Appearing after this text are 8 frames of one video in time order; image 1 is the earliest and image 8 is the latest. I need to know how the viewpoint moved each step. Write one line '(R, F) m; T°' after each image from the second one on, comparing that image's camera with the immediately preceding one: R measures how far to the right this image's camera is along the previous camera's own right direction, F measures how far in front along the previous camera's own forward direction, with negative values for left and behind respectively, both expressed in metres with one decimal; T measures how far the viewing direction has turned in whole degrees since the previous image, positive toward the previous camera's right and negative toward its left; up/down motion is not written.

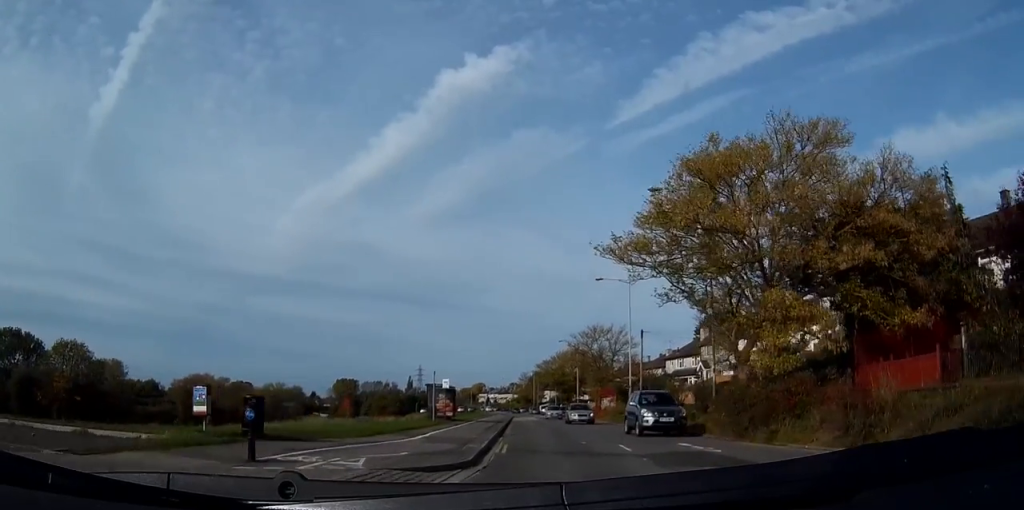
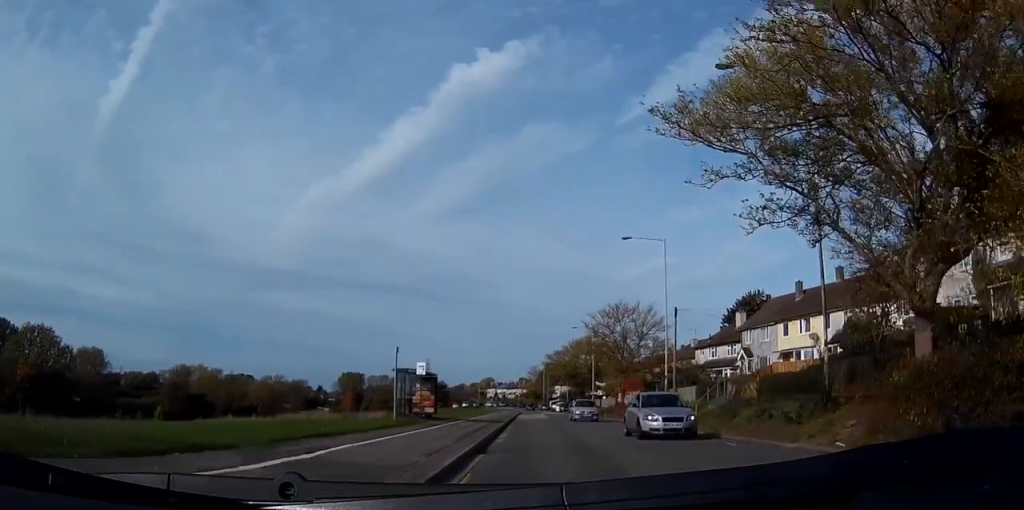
(+0.1, +12.9) m; +1°
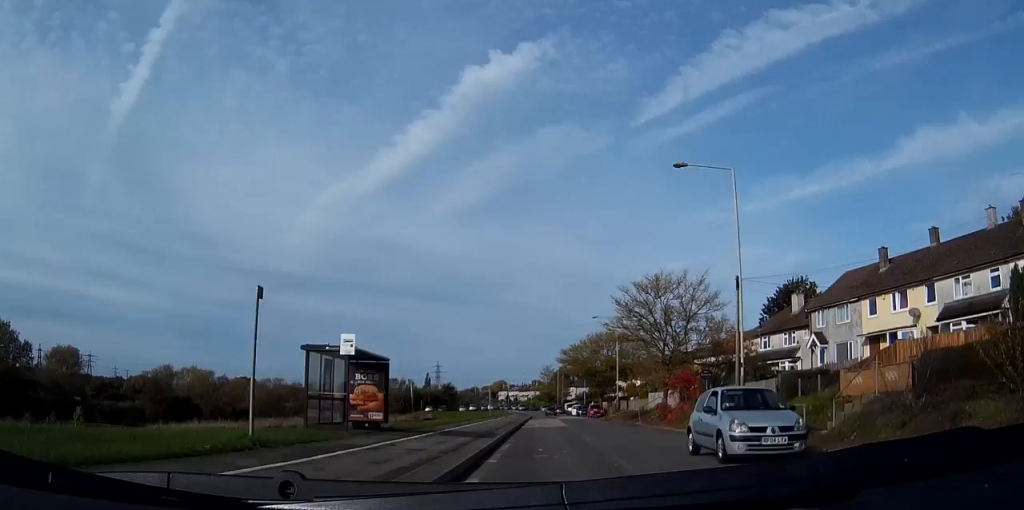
(0.0, +15.0) m; 0°
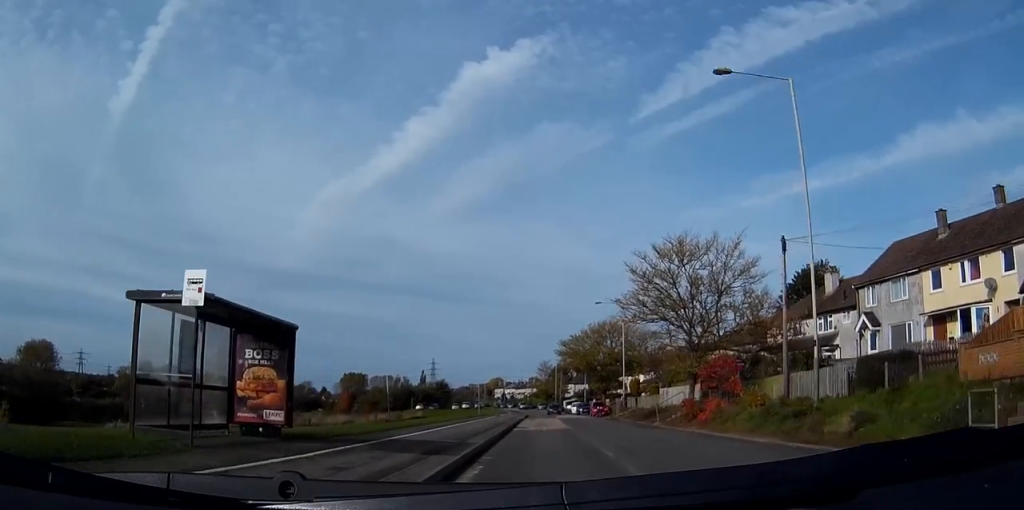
(0.0, +9.0) m; 0°
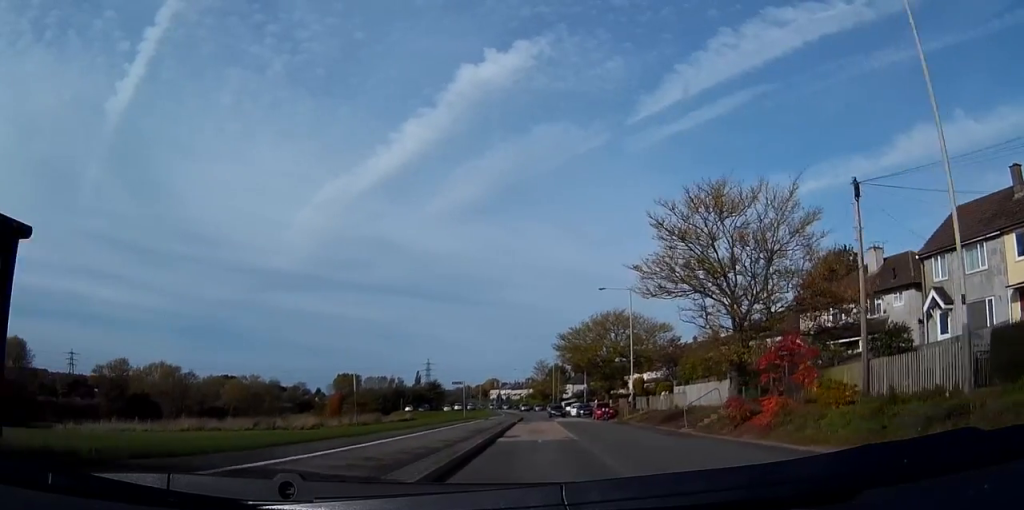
(-0.1, +8.9) m; 0°
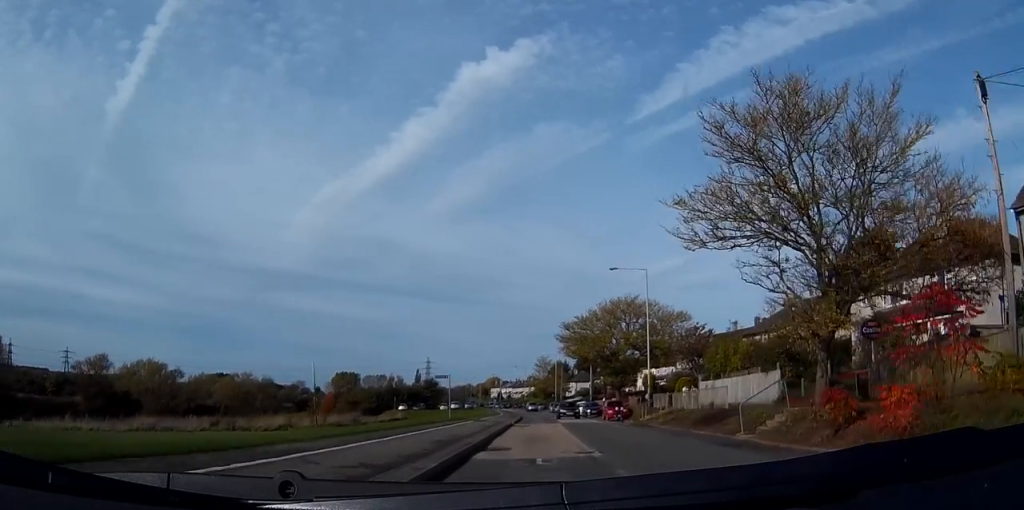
(0.0, +8.9) m; 0°
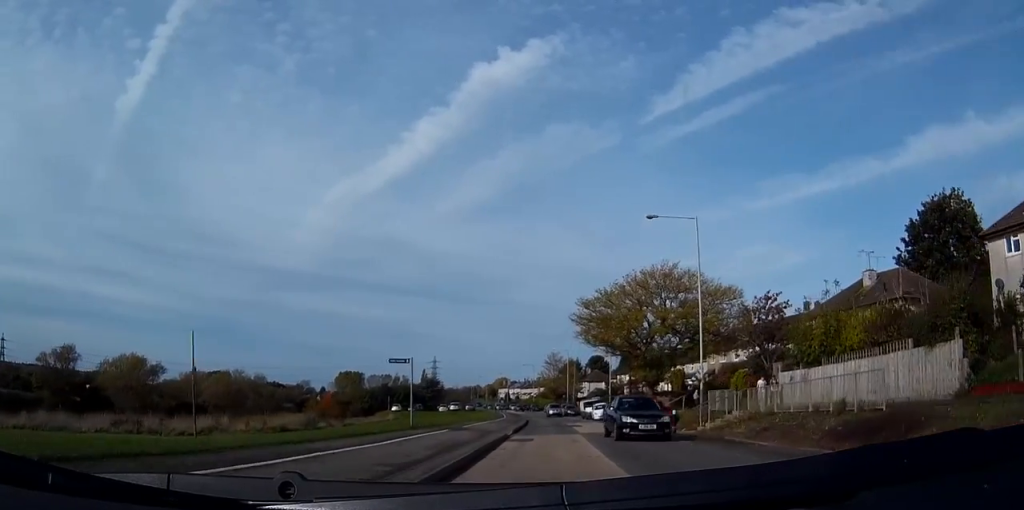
(+0.1, +14.7) m; -1°
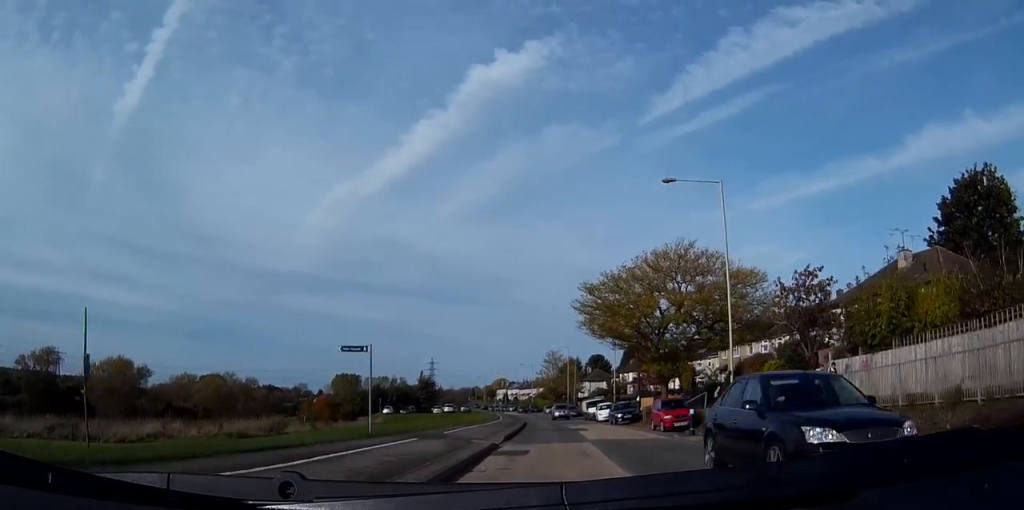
(-0.1, +6.3) m; 0°
